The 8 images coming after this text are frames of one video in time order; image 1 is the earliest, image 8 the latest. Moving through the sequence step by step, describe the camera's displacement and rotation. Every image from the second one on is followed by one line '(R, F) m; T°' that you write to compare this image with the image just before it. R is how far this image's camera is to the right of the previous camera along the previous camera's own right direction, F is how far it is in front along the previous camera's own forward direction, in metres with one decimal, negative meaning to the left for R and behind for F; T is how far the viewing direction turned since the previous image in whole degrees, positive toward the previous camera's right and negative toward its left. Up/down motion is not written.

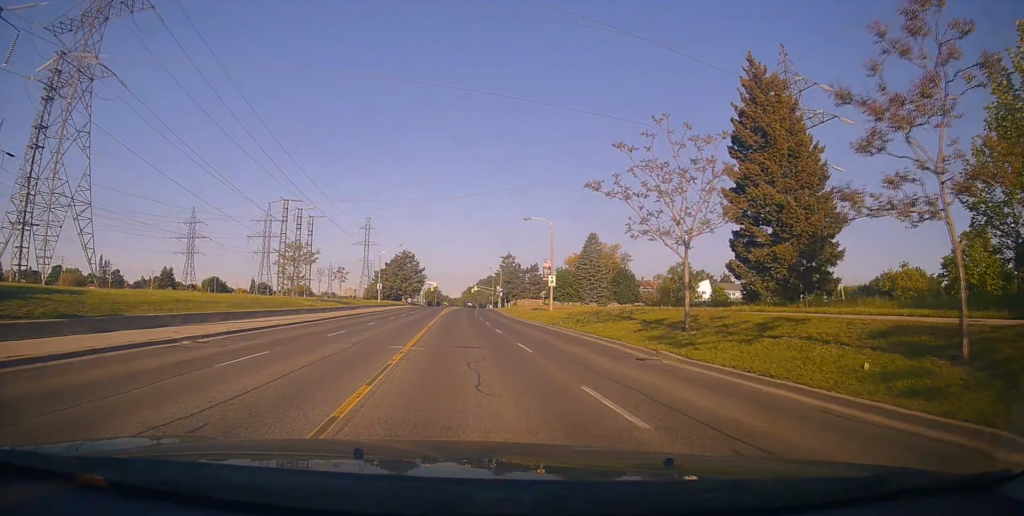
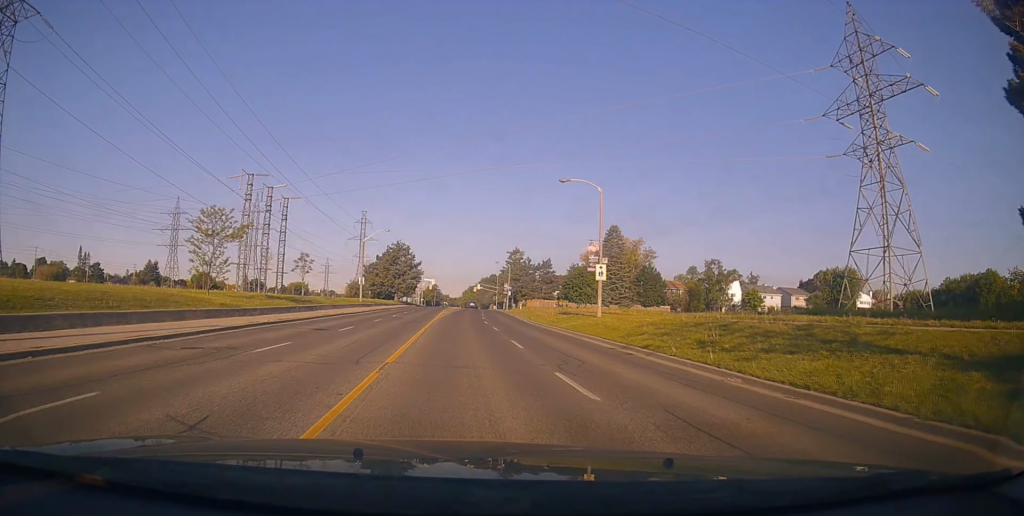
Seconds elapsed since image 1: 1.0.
(+0.2, +16.4) m; +1°
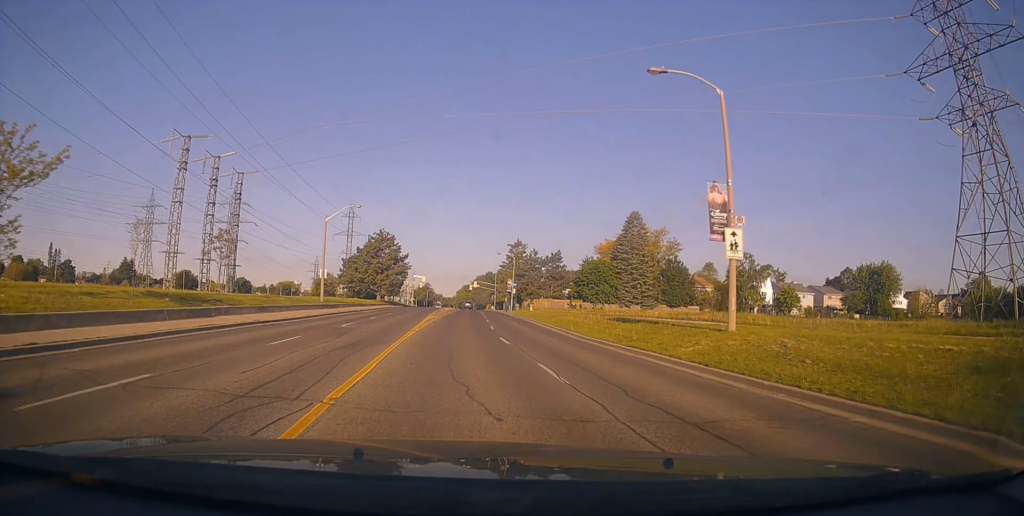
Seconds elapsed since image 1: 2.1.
(0.0, +16.6) m; -1°
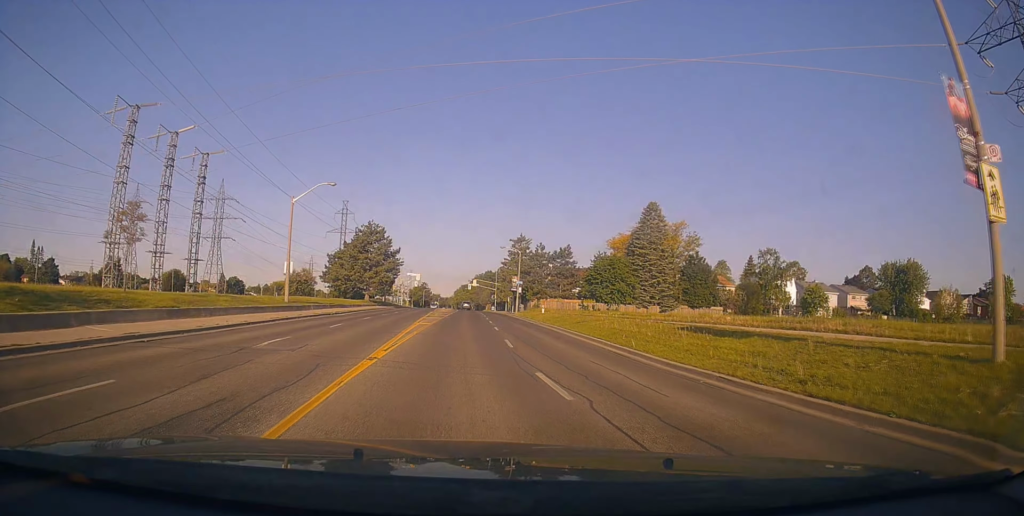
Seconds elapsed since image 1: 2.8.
(0.0, +9.9) m; 0°
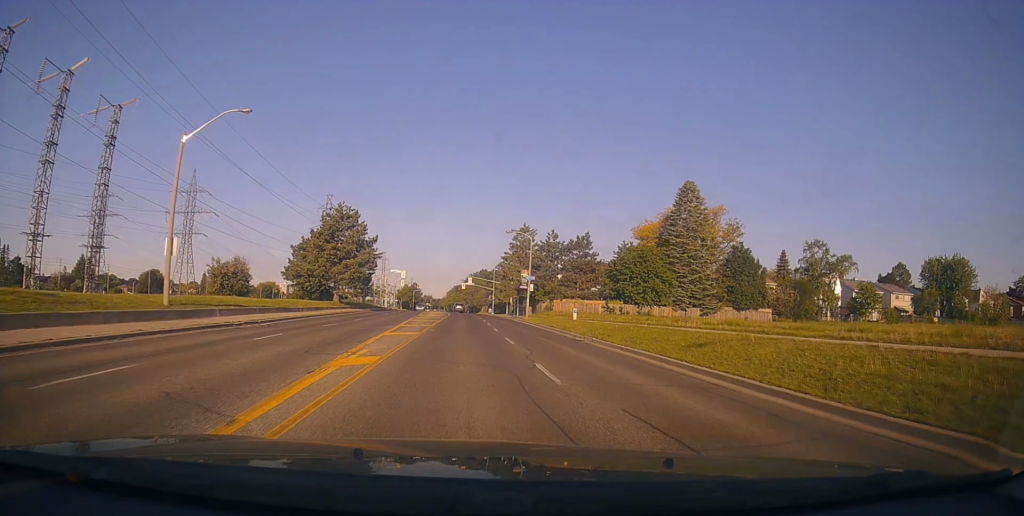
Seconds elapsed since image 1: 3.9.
(-0.2, +16.7) m; +1°
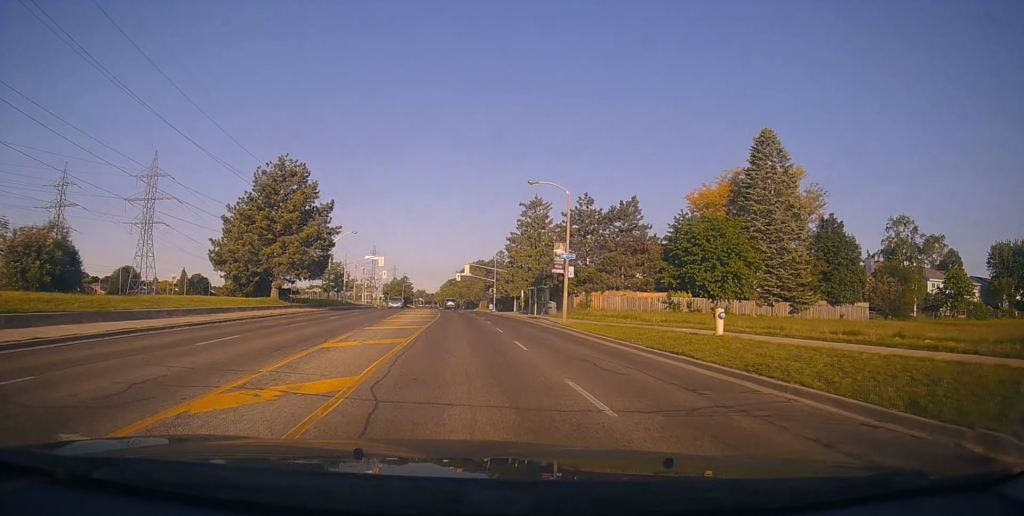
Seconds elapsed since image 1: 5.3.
(+0.6, +20.0) m; +3°
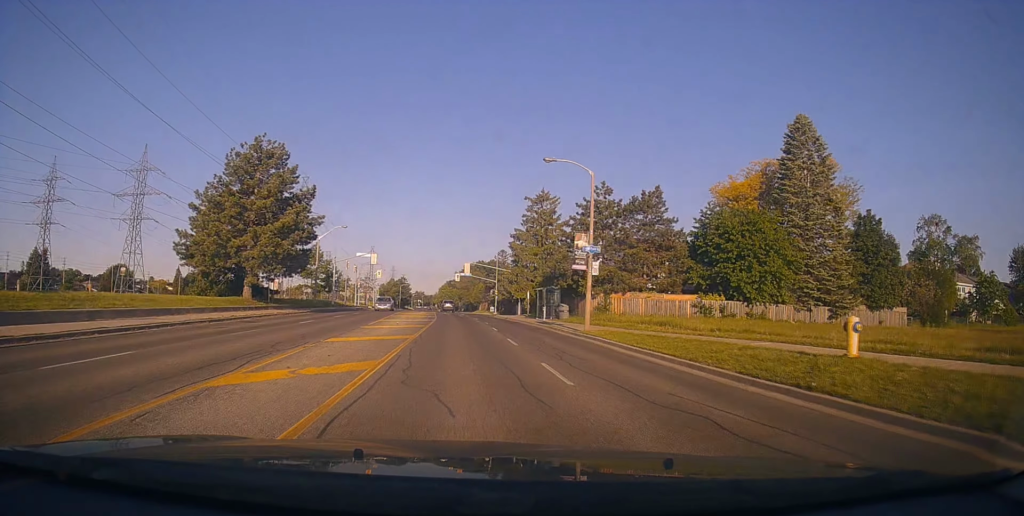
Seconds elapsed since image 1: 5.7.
(0.0, +6.0) m; 0°
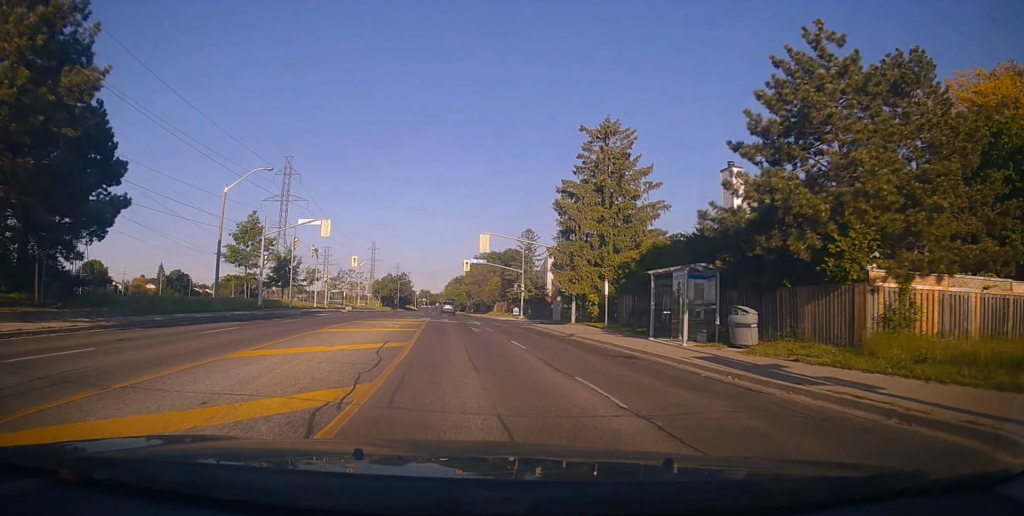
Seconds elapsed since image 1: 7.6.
(-0.9, +26.8) m; -2°
